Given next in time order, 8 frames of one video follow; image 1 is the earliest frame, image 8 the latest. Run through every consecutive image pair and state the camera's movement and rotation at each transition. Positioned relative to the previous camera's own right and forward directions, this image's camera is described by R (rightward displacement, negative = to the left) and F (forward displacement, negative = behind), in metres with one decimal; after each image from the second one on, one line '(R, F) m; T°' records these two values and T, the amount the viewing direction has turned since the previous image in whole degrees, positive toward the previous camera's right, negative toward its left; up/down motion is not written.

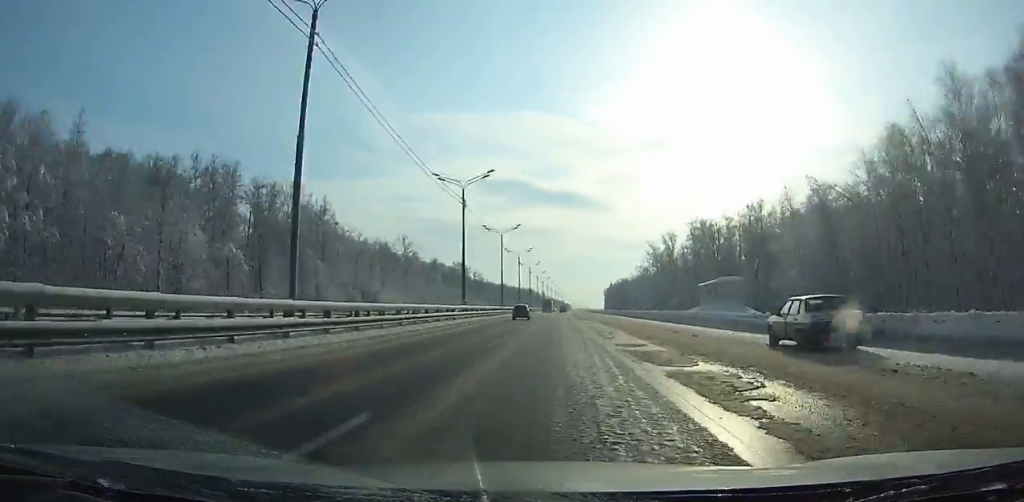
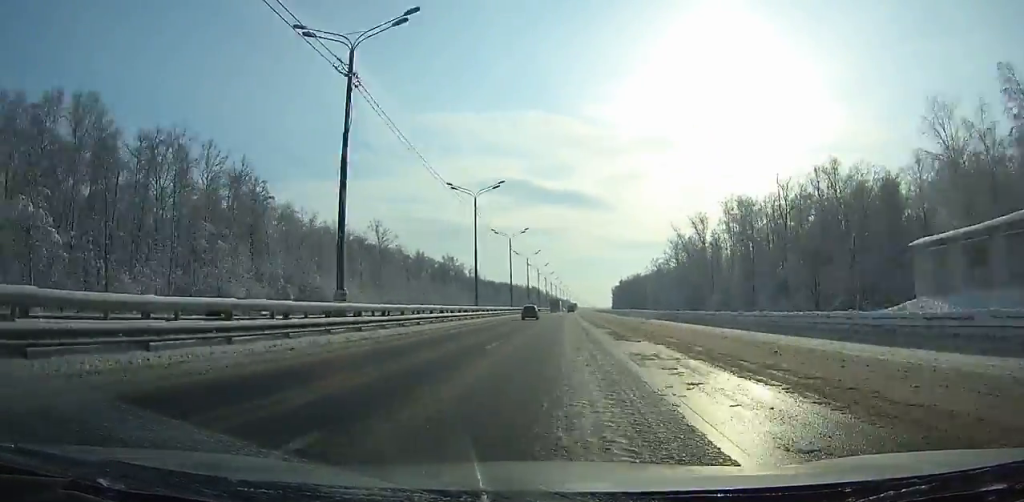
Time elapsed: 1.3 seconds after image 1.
(-0.1, +32.3) m; 0°
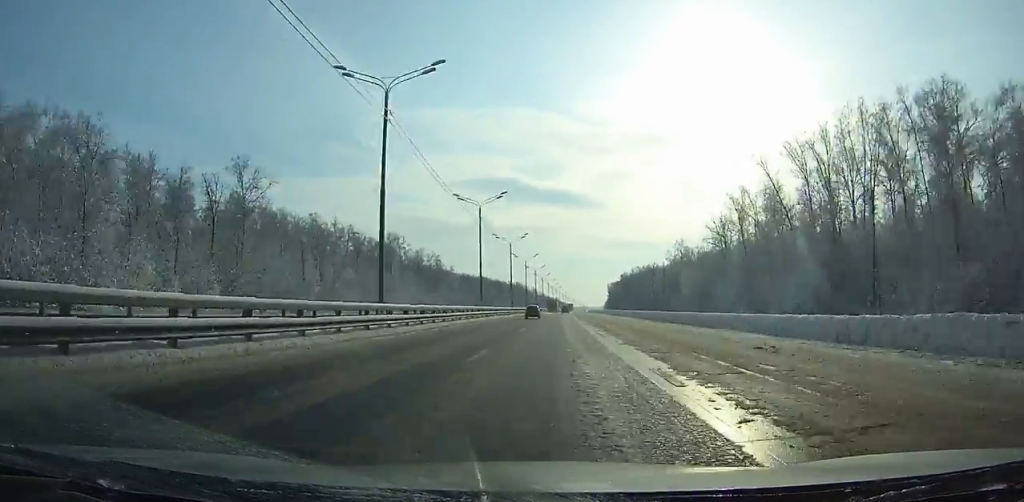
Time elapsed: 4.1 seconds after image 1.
(+0.4, +69.2) m; +1°
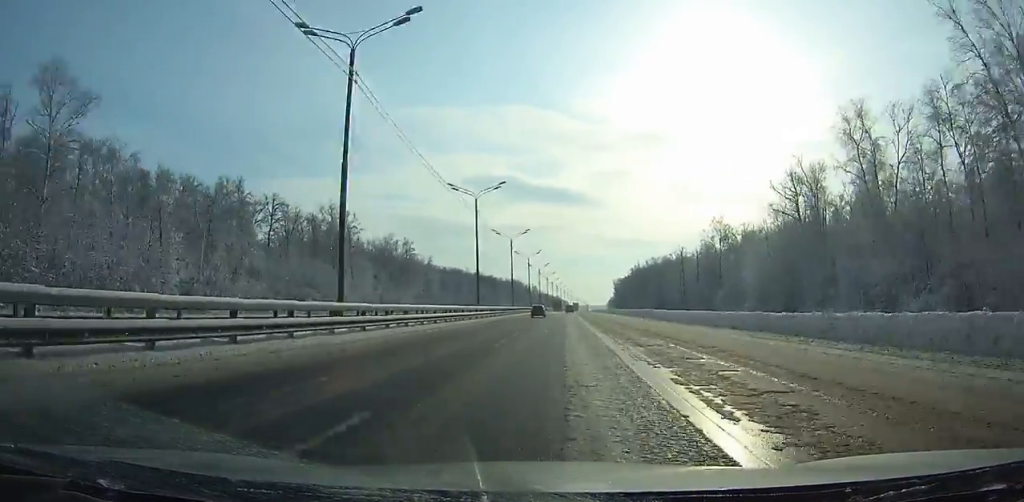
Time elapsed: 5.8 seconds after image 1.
(+0.2, +42.0) m; 0°
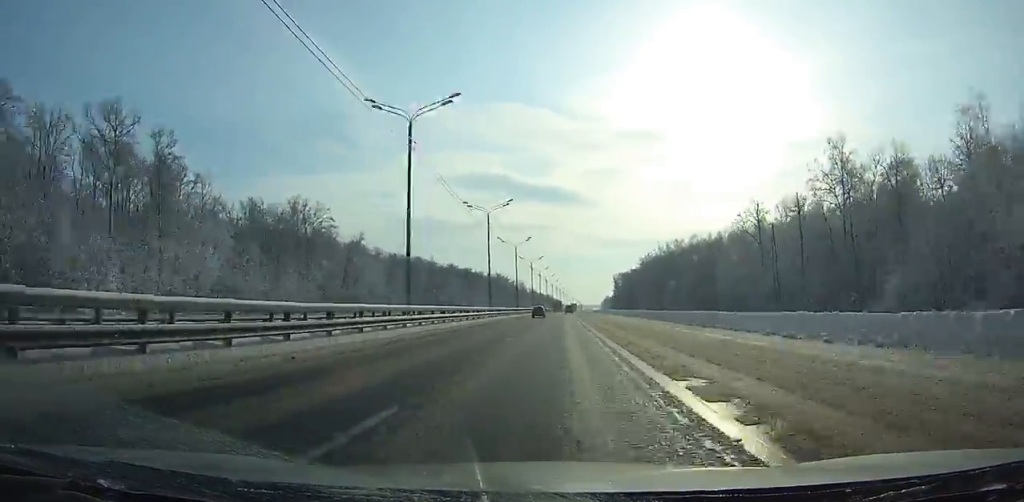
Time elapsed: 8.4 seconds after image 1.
(+0.2, +64.3) m; +1°
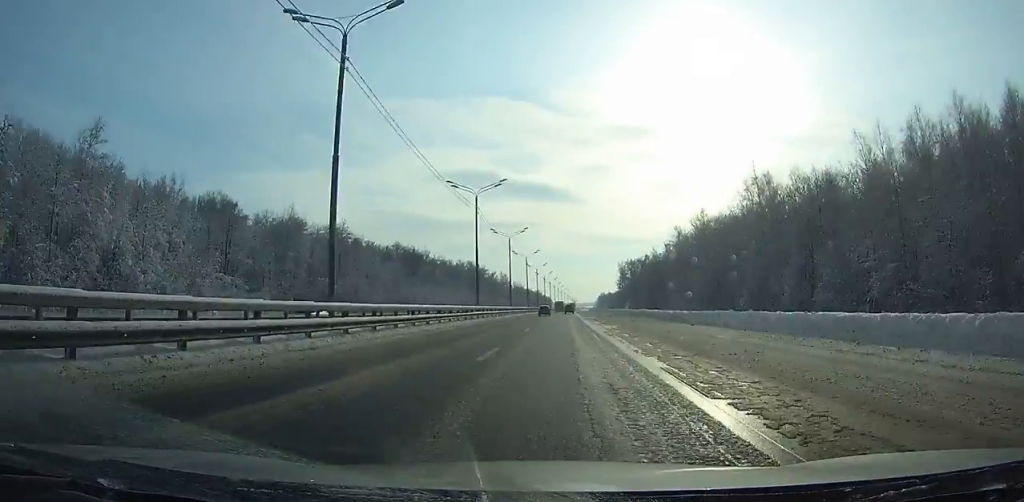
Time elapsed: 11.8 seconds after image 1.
(+0.5, +84.9) m; +1°
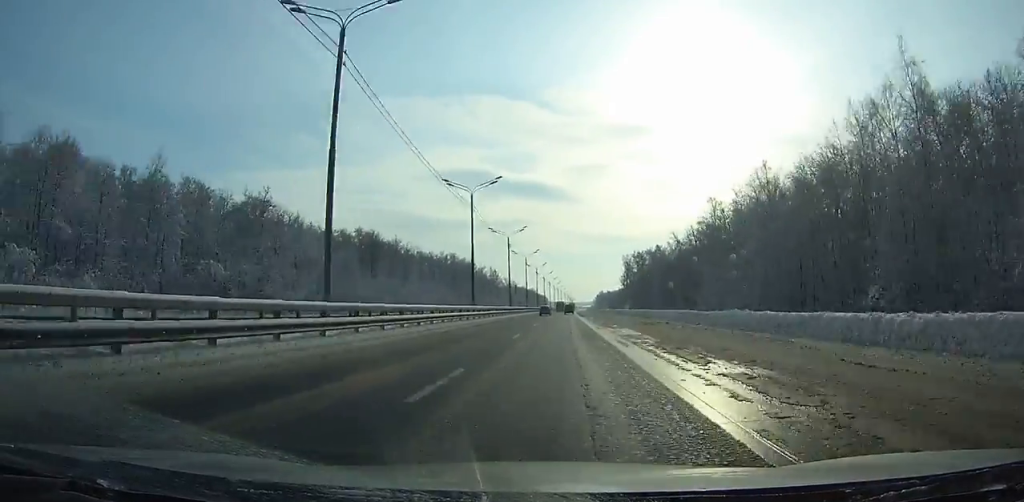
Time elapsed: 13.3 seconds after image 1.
(+0.2, +37.6) m; 0°
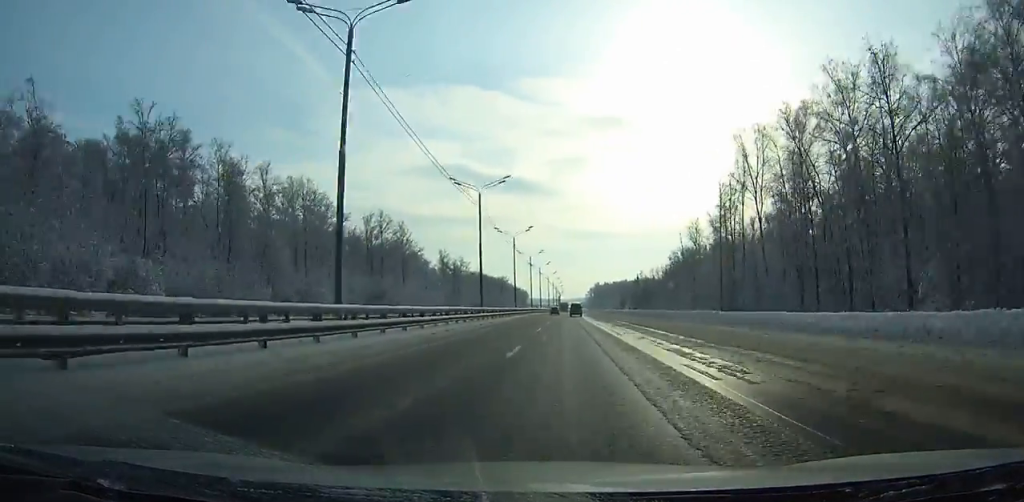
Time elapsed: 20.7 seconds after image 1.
(+2.1, +187.1) m; +2°
